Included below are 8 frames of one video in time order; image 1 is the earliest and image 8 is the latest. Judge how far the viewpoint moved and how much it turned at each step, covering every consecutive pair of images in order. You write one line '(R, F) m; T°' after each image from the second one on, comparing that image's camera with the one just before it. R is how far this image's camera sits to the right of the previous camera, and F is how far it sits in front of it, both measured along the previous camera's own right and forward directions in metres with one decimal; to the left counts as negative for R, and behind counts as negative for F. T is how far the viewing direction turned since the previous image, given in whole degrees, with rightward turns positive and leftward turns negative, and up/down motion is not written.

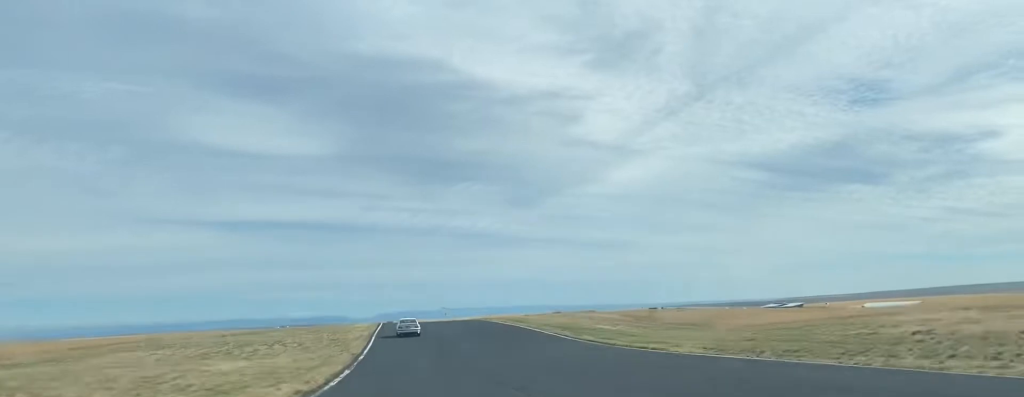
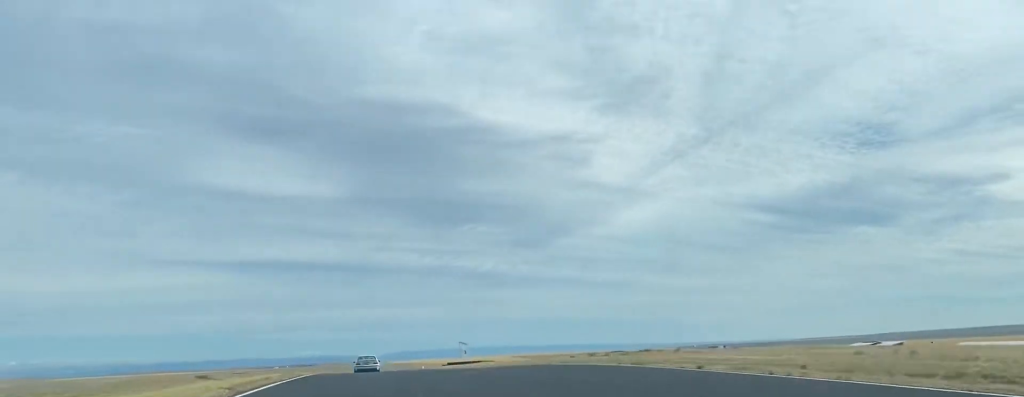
(-5.0, +77.7) m; -10°
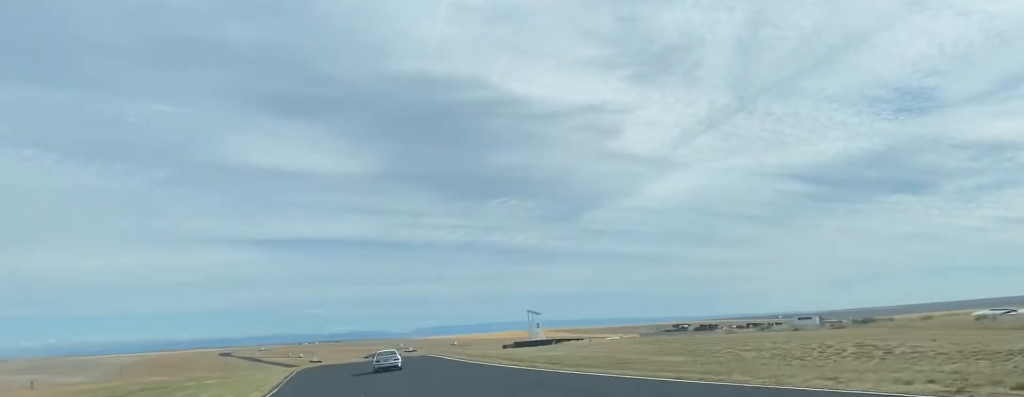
(-2.5, +53.0) m; -4°
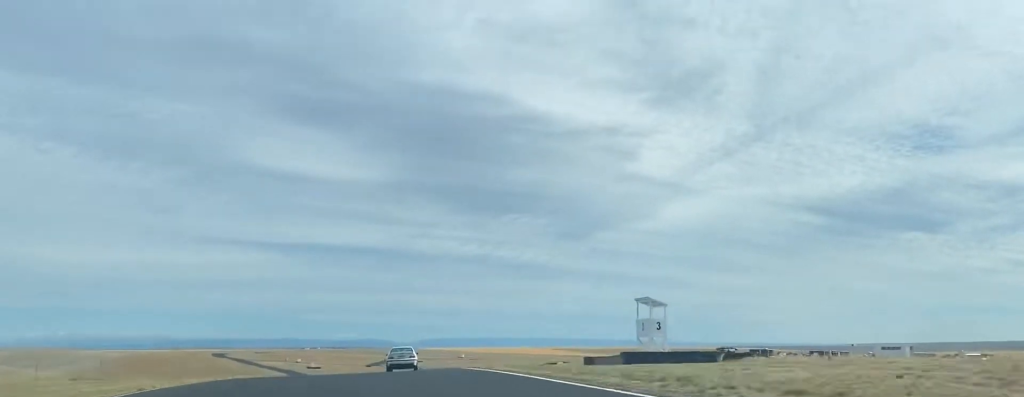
(-0.9, +45.5) m; -1°
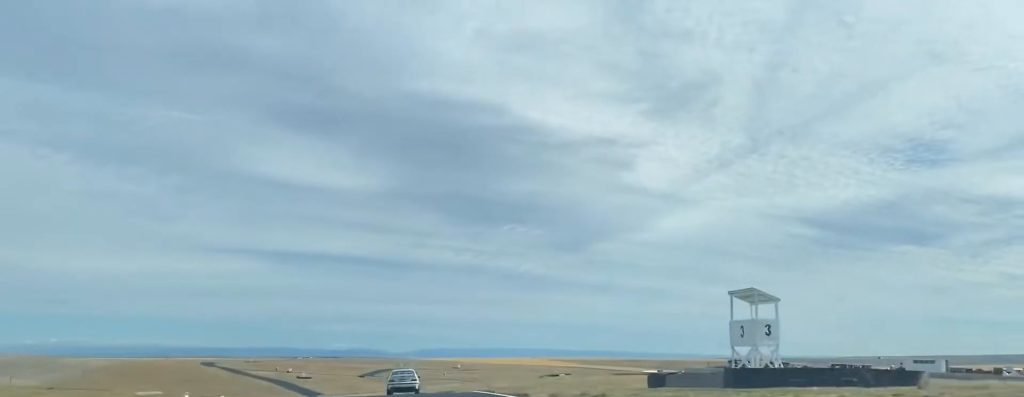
(-0.2, +18.8) m; 0°
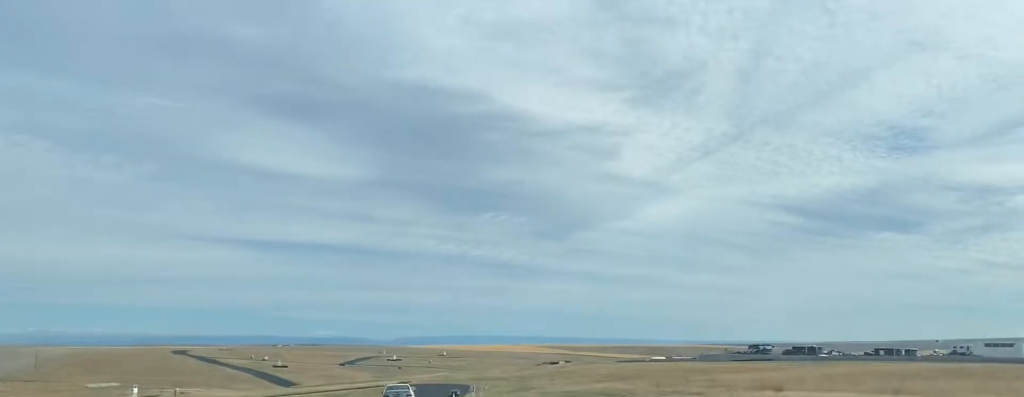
(+0.5, +35.9) m; +1°
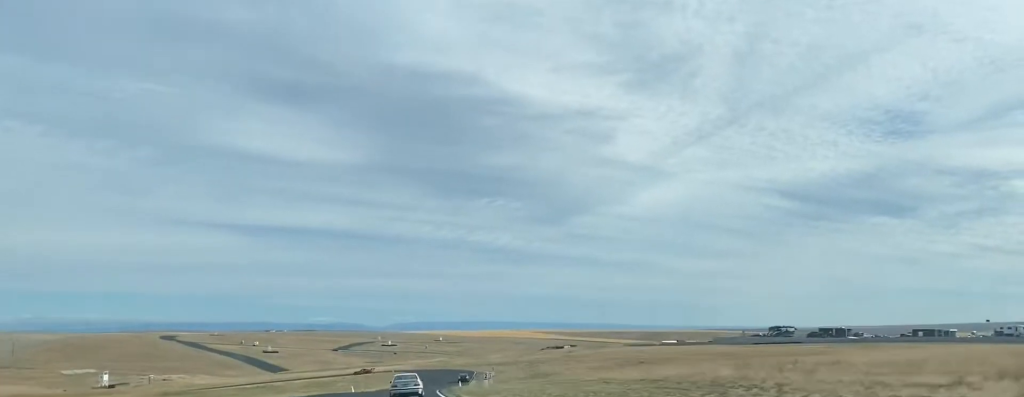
(+0.1, +22.0) m; +1°
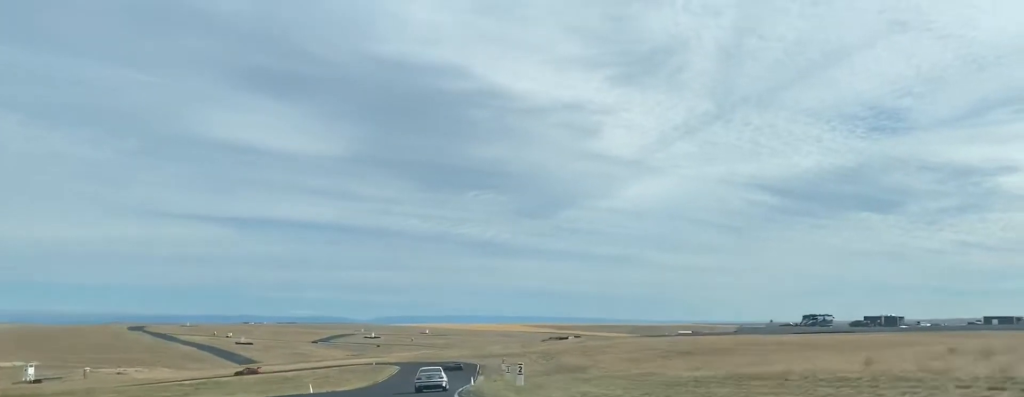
(+0.3, +34.5) m; +1°
